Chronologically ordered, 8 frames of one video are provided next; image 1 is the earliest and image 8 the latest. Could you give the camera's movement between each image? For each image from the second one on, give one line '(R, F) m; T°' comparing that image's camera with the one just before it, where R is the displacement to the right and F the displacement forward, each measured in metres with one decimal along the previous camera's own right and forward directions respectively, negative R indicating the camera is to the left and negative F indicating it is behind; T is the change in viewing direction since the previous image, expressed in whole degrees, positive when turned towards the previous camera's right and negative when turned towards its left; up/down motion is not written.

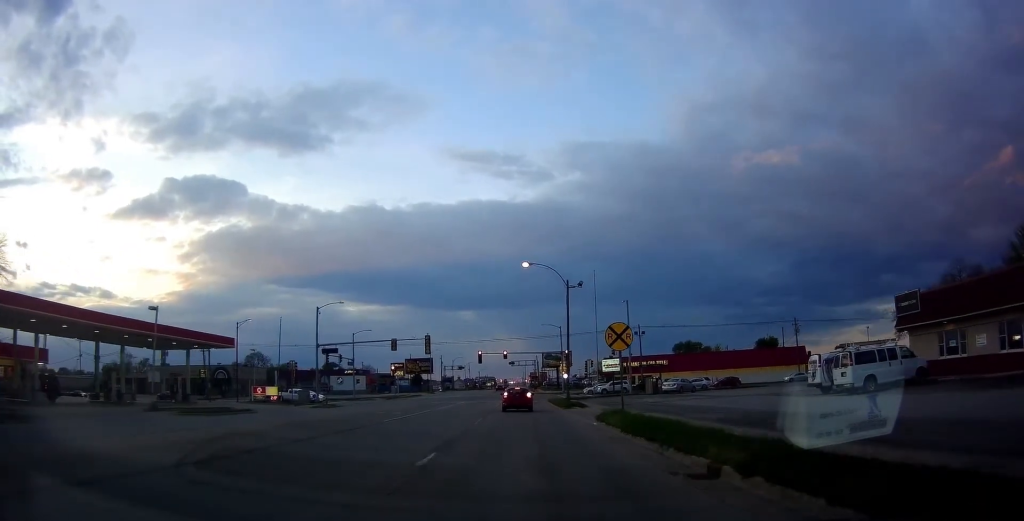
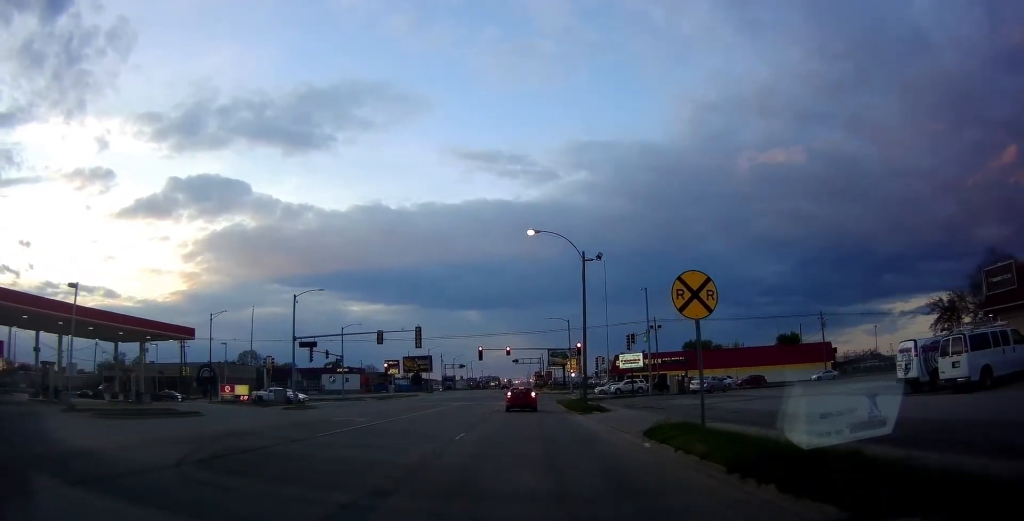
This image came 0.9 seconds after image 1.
(0.0, +7.9) m; 0°
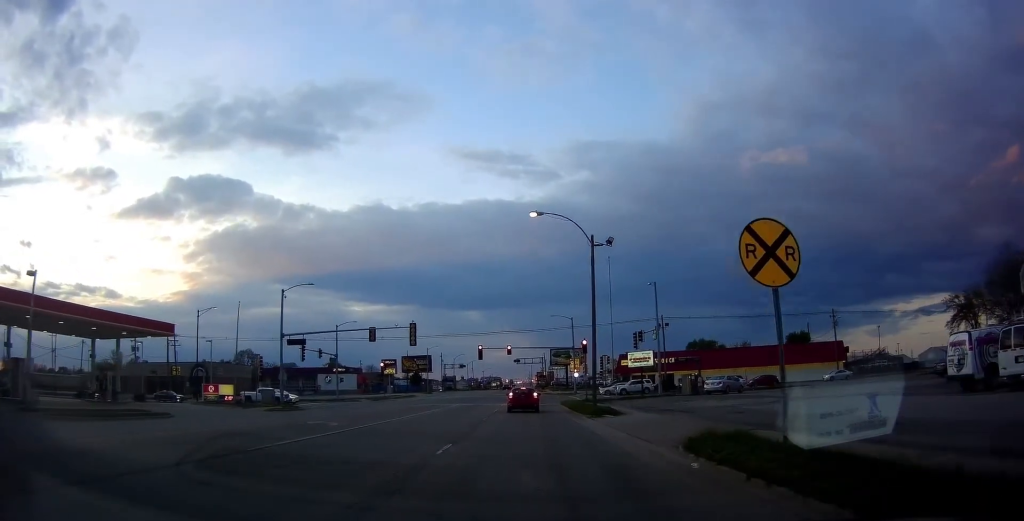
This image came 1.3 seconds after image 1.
(0.0, +3.5) m; 0°
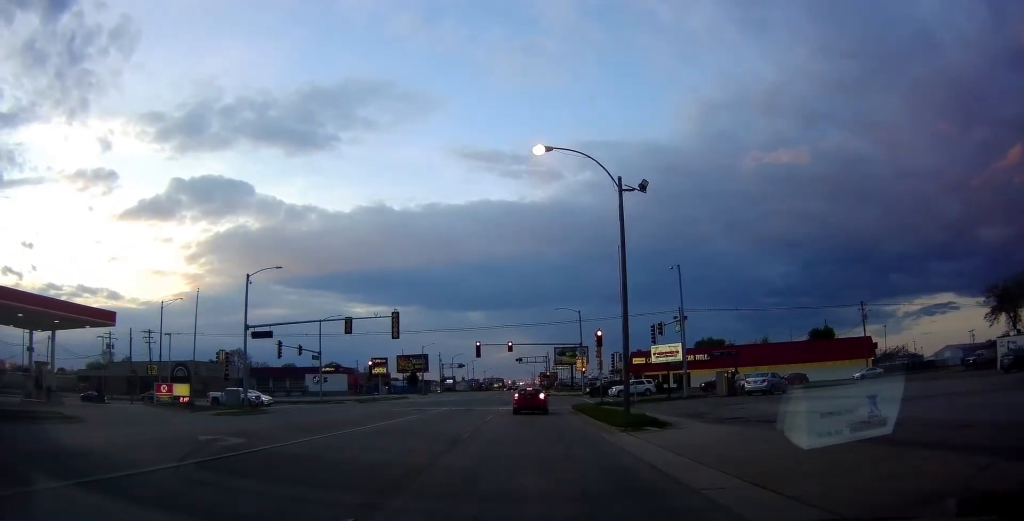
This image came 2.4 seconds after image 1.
(0.0, +7.9) m; +5°
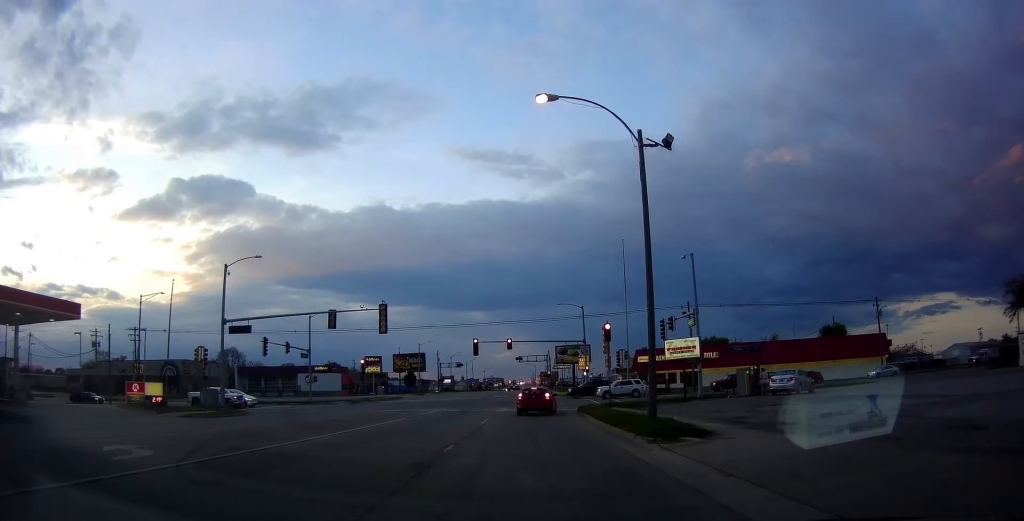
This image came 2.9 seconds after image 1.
(+0.2, +3.7) m; +2°
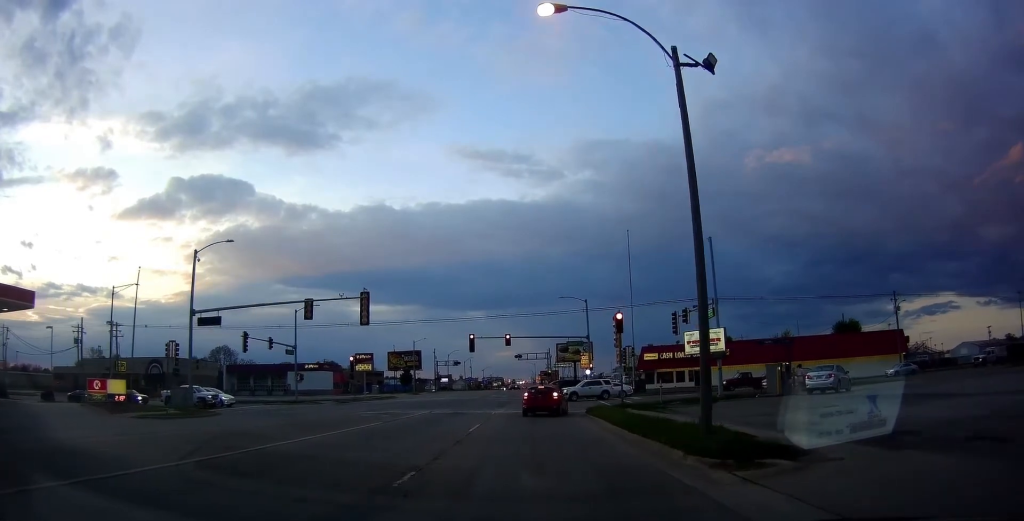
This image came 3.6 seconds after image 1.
(+0.6, +4.7) m; 0°
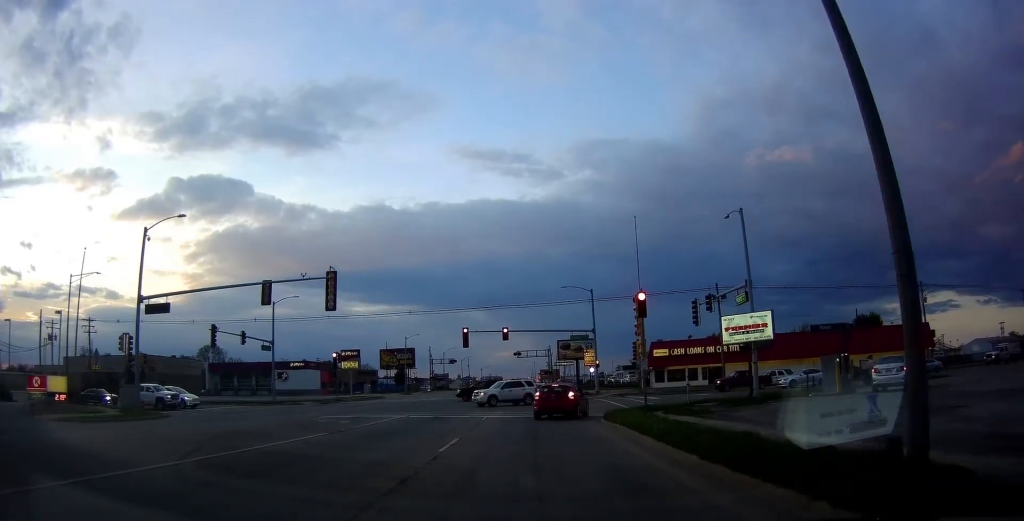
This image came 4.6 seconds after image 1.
(-0.8, +6.3) m; -7°
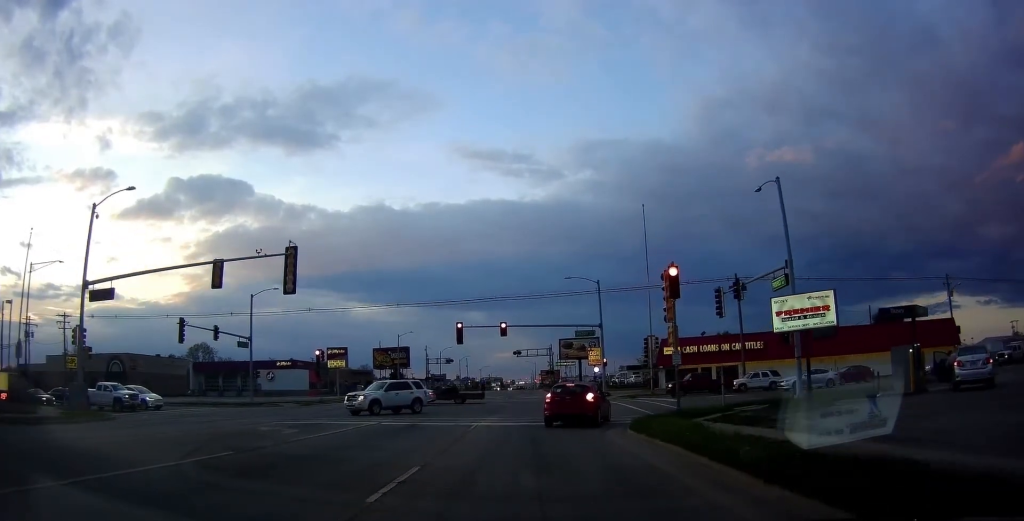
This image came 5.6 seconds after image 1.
(0.0, +5.4) m; 0°
